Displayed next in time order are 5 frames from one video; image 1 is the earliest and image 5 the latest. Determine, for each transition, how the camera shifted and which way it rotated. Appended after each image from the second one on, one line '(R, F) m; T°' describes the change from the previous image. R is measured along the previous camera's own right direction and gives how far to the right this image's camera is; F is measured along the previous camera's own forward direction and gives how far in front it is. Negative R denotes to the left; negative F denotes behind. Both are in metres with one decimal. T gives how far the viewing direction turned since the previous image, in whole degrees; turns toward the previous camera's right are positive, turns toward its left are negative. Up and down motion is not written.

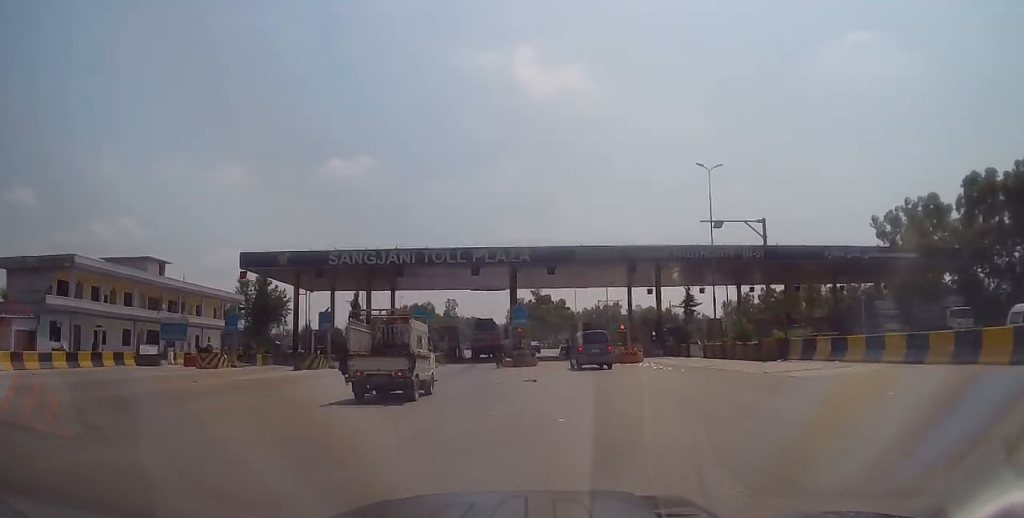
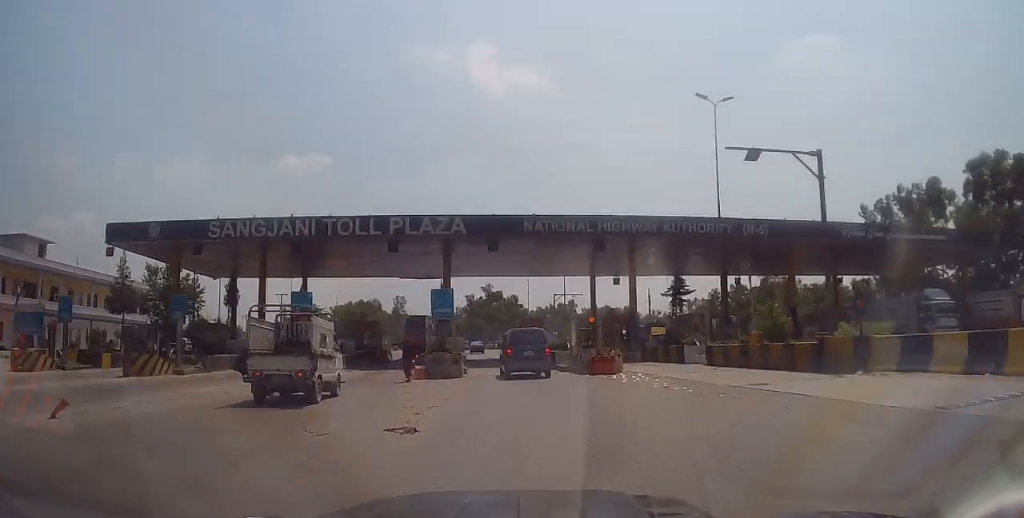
(0.0, +11.3) m; +2°
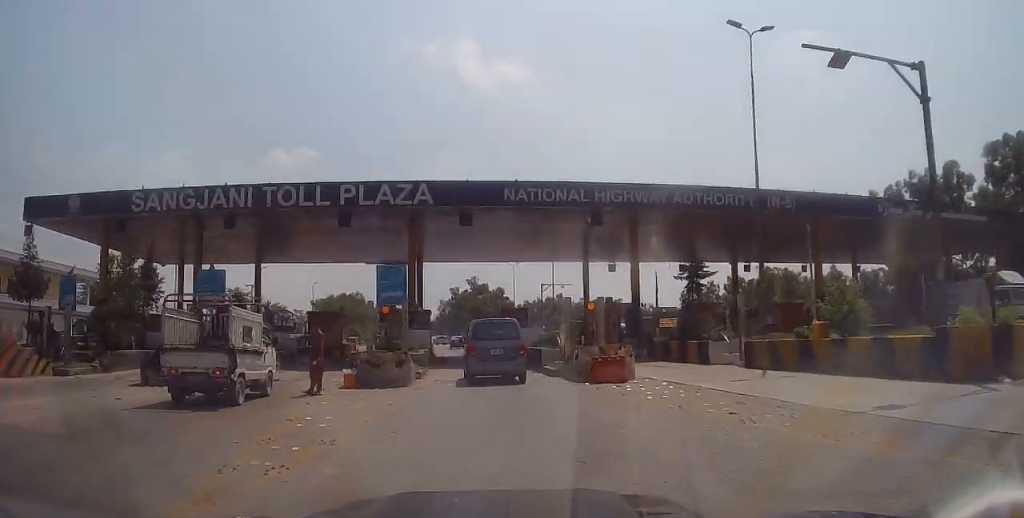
(+0.1, +6.4) m; -2°
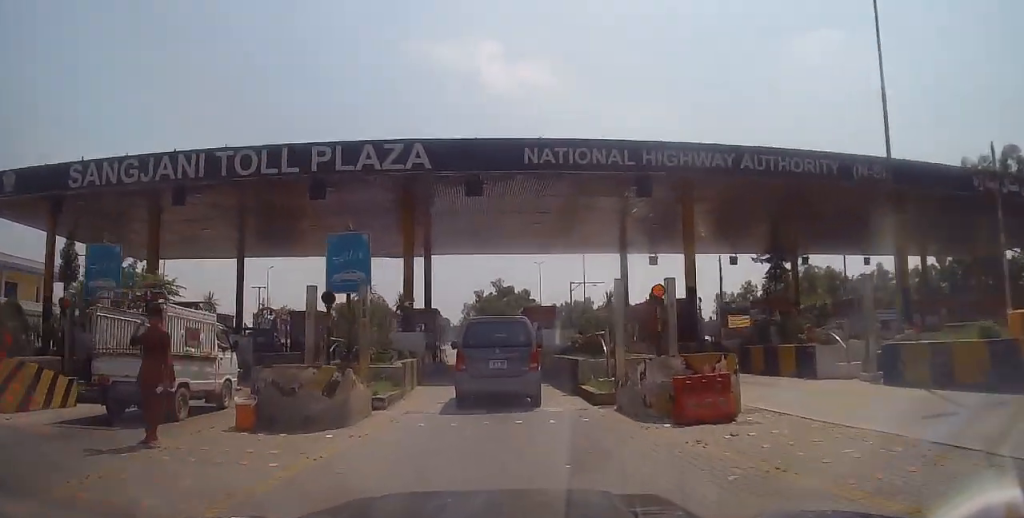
(-0.2, +7.3) m; +1°
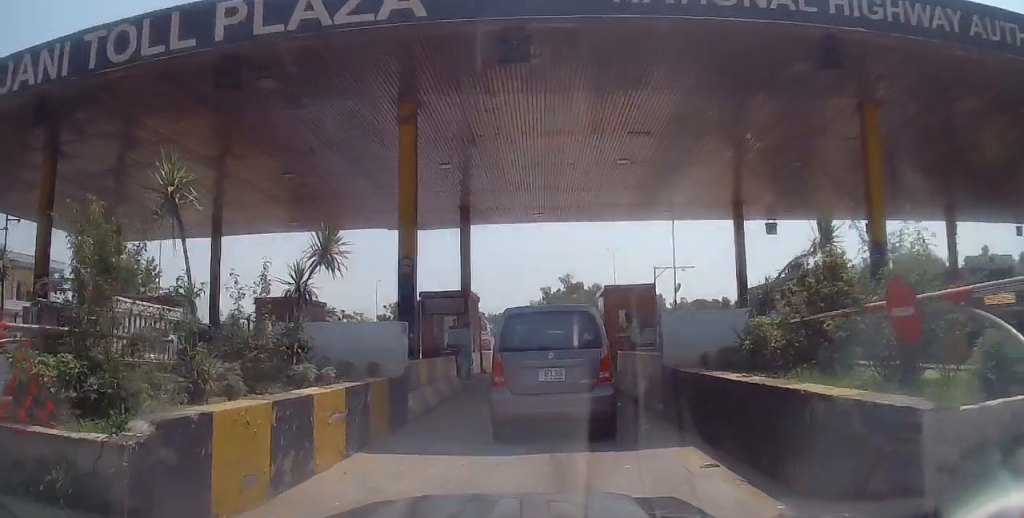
(-0.8, +10.9) m; -8°
